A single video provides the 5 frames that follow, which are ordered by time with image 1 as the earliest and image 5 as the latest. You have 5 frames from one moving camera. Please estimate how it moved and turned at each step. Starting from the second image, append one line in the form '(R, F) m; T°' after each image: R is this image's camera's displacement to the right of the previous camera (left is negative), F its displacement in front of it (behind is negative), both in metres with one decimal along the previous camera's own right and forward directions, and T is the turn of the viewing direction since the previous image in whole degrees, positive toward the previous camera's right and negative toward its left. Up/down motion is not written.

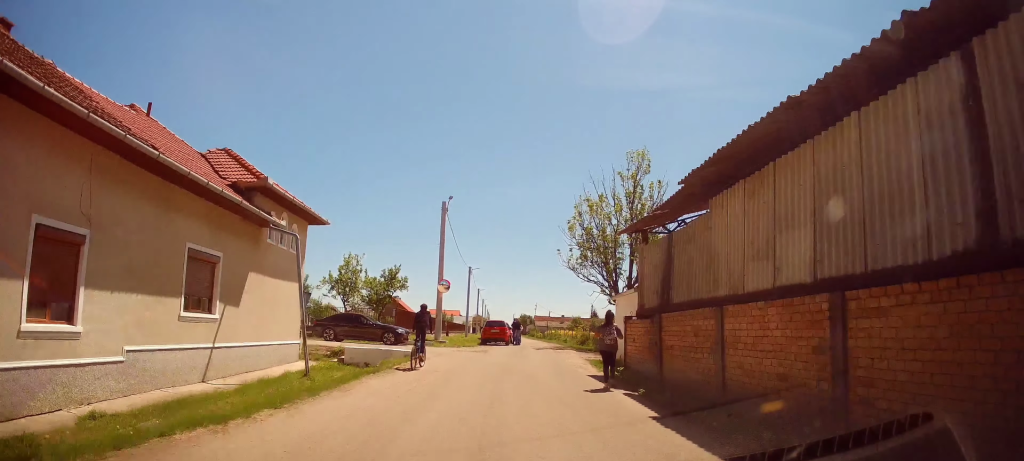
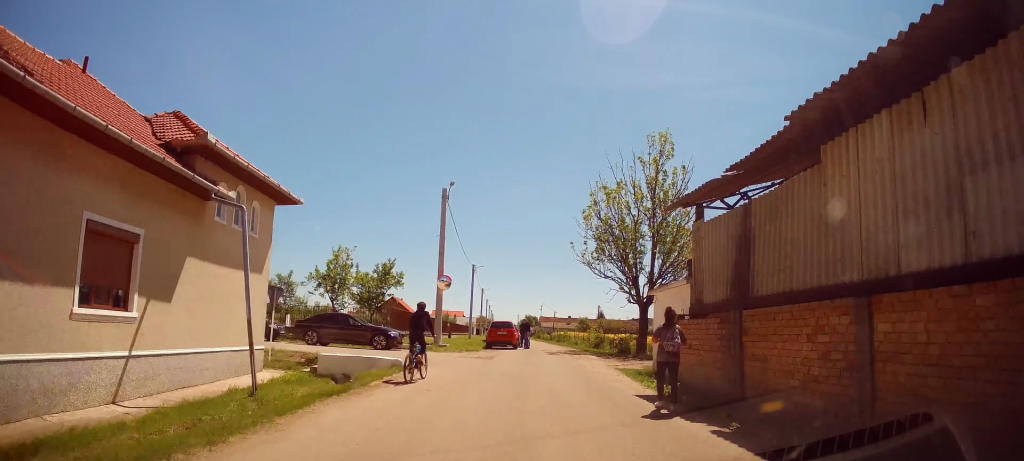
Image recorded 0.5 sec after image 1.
(0.0, +3.7) m; -1°
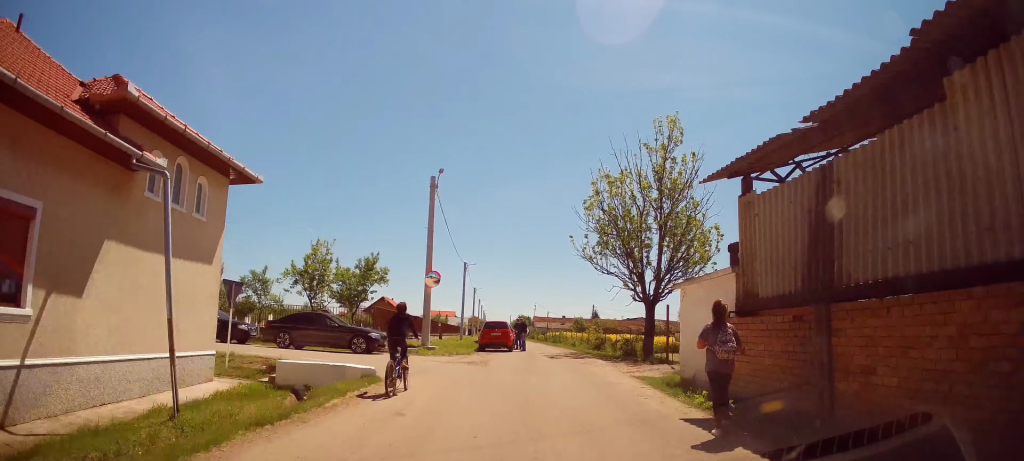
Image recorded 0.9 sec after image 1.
(-0.1, +2.5) m; 0°
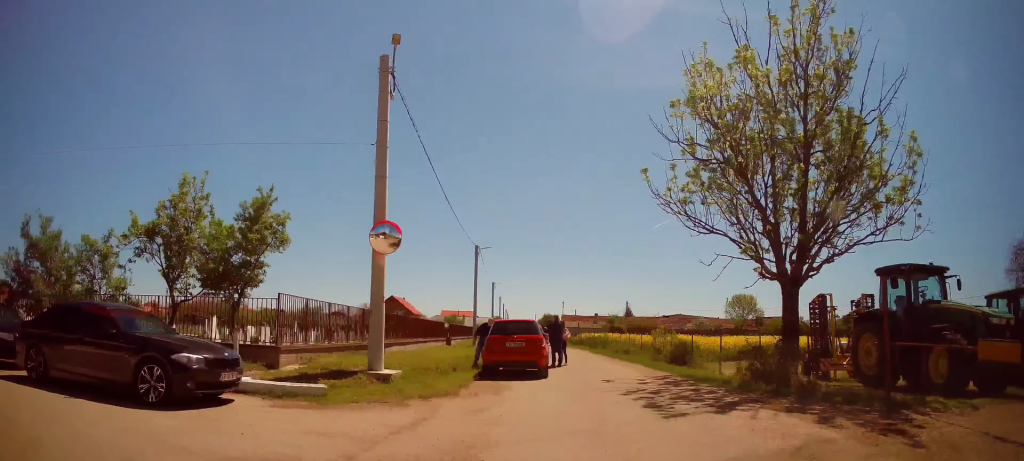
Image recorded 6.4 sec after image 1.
(+0.7, +15.7) m; -20°
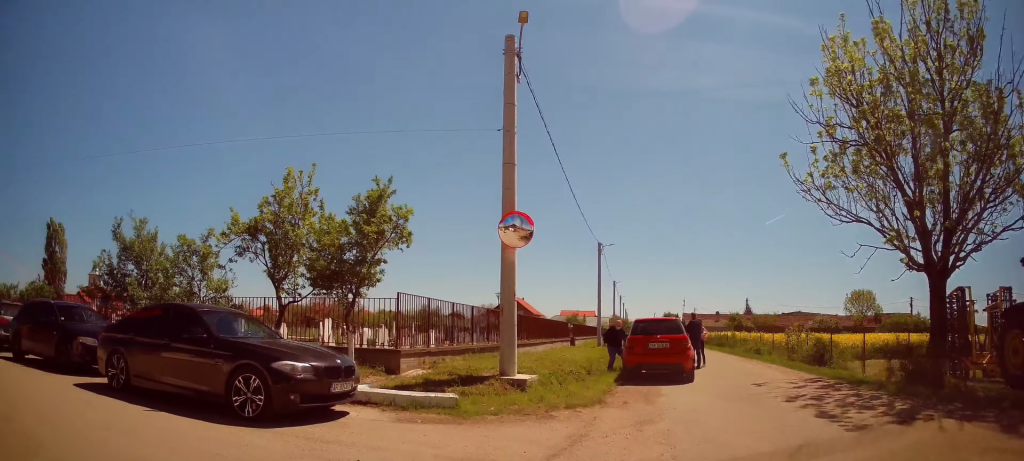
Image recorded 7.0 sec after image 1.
(-0.2, +1.0) m; -11°
